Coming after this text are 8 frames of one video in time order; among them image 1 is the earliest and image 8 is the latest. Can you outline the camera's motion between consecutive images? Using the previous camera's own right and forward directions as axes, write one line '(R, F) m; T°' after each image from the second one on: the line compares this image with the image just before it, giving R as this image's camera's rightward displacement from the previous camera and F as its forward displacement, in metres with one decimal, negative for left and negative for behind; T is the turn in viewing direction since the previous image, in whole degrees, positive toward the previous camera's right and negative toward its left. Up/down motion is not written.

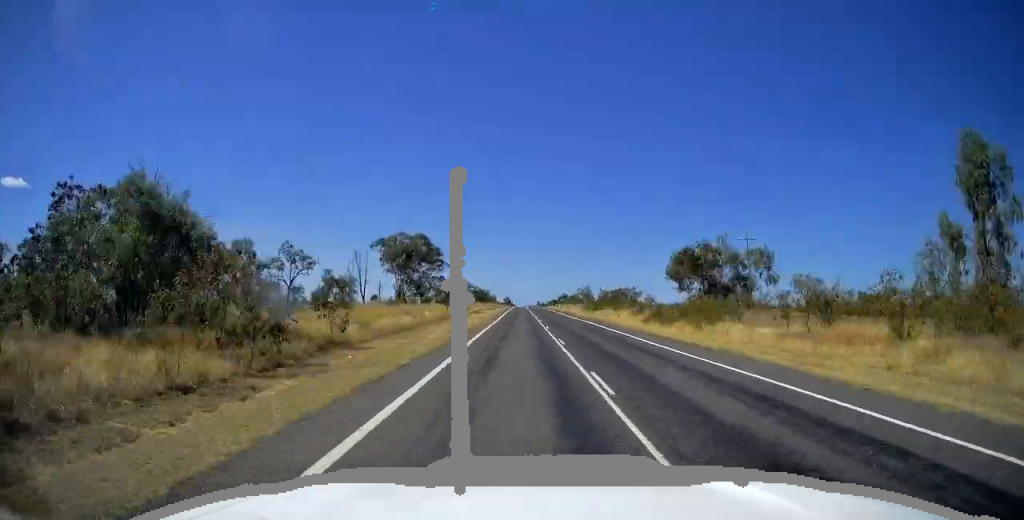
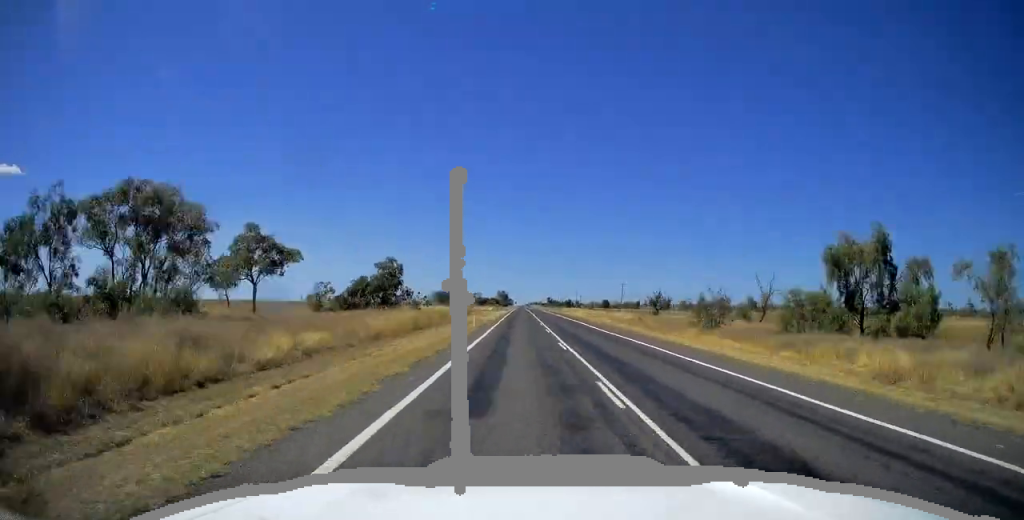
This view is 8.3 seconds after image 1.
(-0.5, +235.0) m; 0°
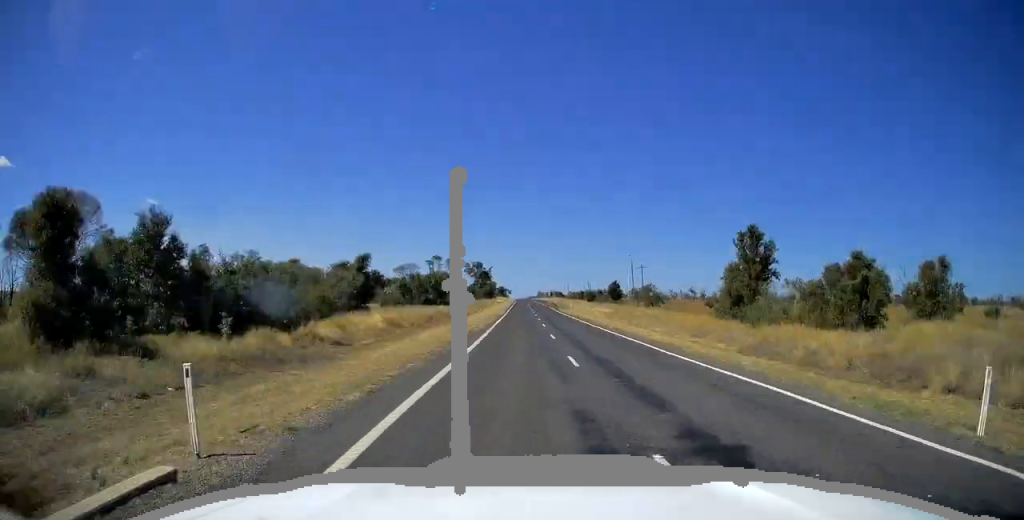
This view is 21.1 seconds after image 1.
(-0.3, +361.6) m; 0°
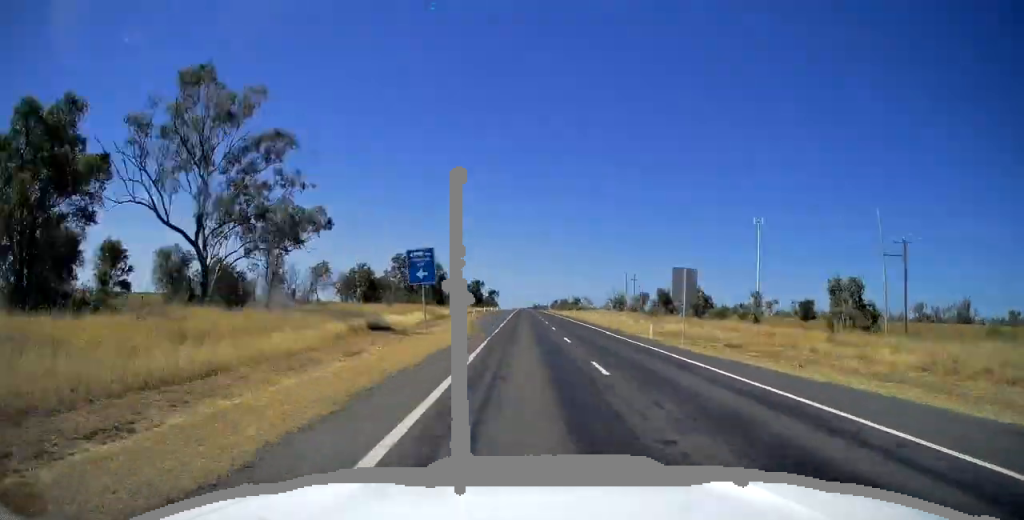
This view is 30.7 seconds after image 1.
(-0.1, +270.9) m; 0°
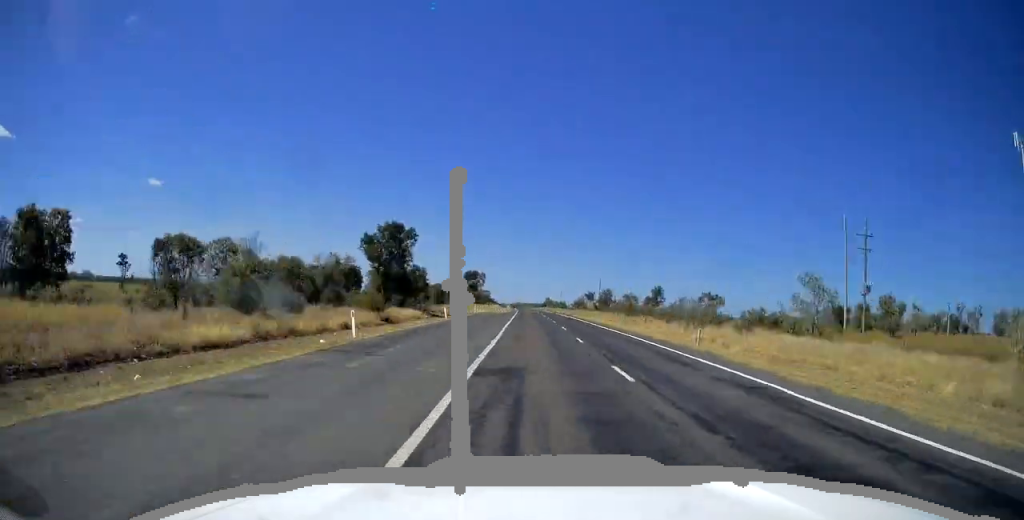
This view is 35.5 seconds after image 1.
(+0.6, +135.4) m; -1°
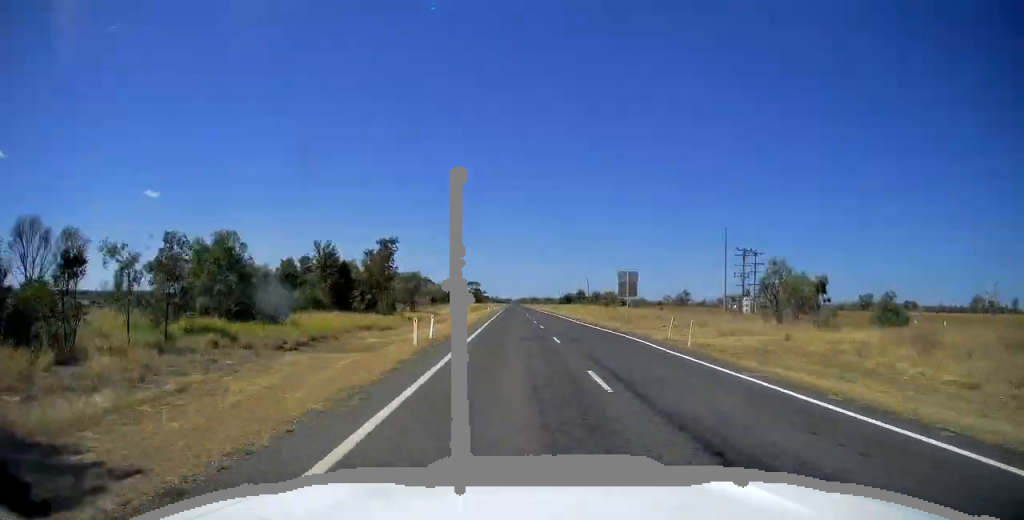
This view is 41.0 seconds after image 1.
(-1.4, +153.5) m; -1°
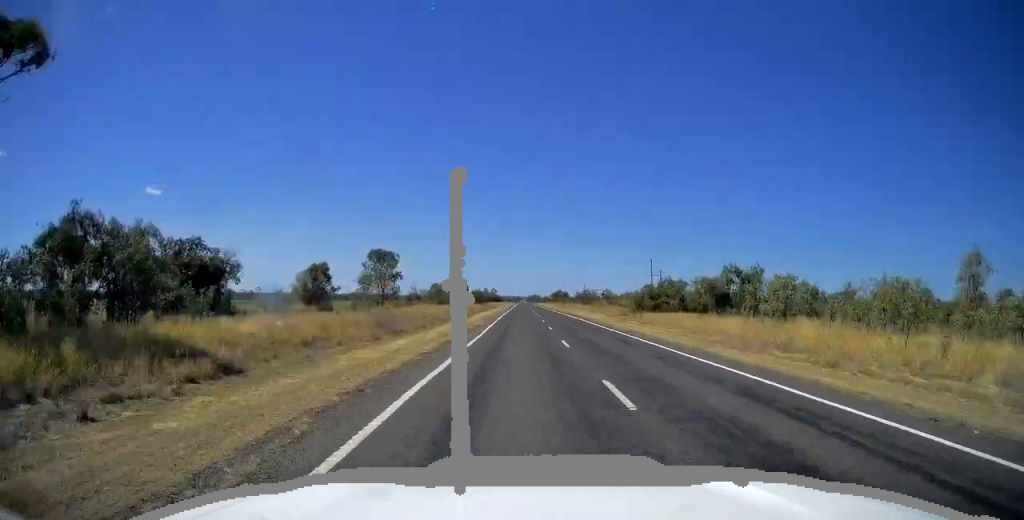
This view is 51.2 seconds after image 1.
(-3.4, +289.2) m; -1°
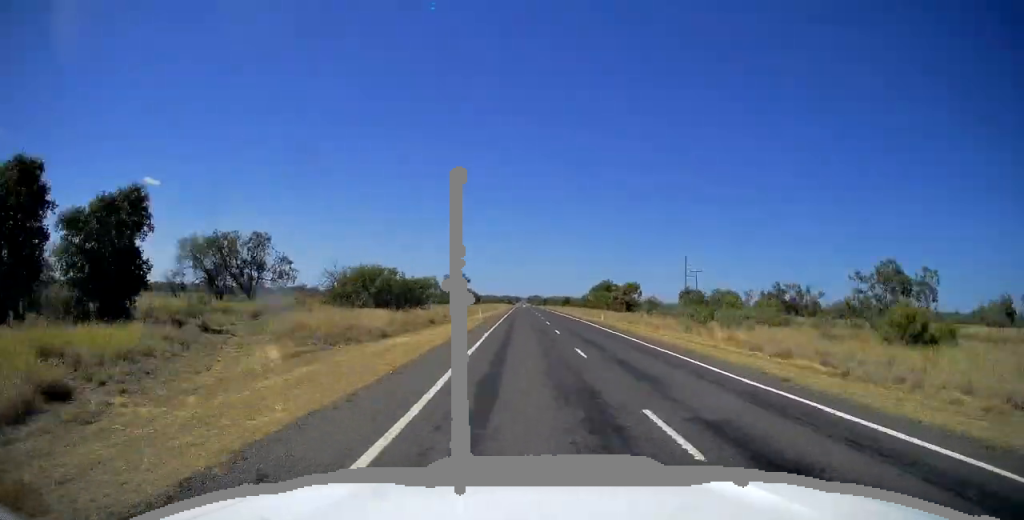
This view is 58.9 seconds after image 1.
(0.0, +217.0) m; 0°
